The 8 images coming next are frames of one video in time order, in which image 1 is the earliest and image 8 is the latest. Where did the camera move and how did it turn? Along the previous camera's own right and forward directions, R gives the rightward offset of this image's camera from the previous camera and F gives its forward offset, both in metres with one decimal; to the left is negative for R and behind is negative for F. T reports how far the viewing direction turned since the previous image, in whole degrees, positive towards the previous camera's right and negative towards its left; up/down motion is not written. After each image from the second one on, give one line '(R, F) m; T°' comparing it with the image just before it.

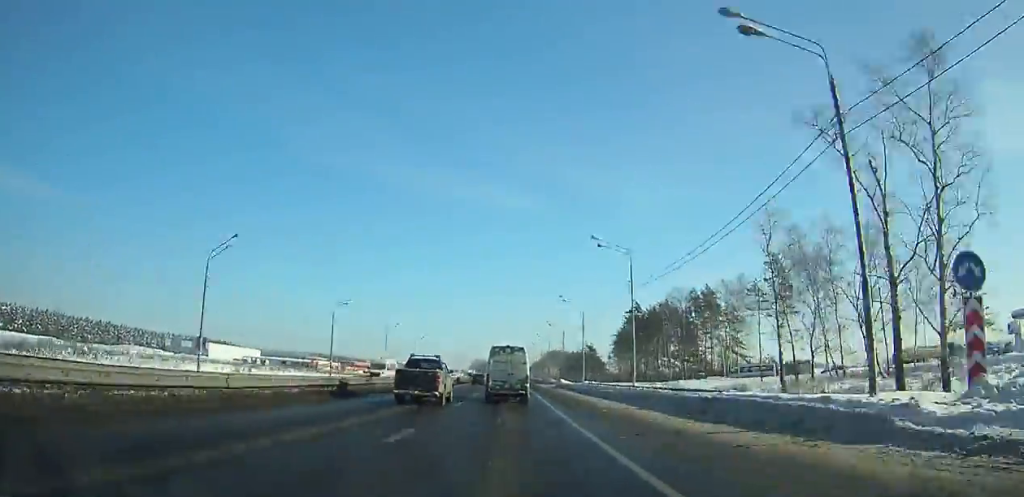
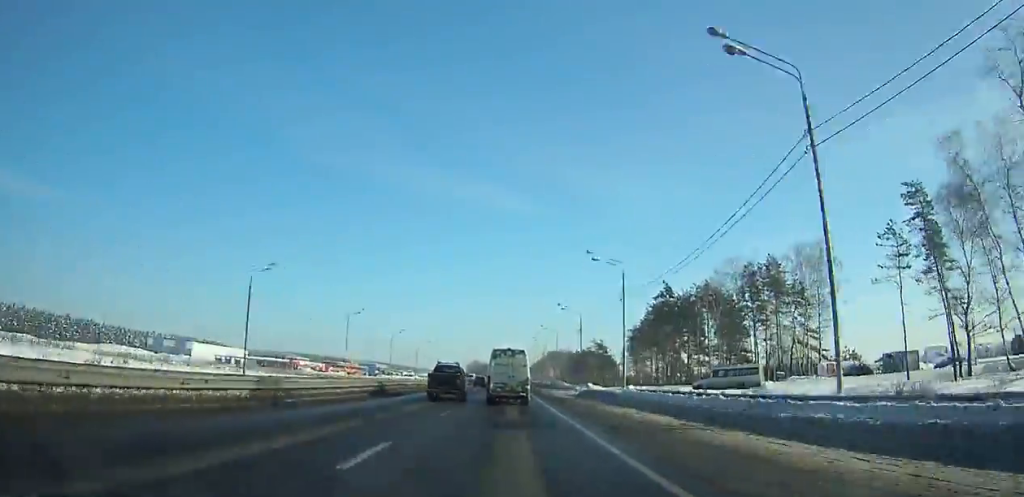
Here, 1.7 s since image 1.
(0.0, +26.8) m; 0°
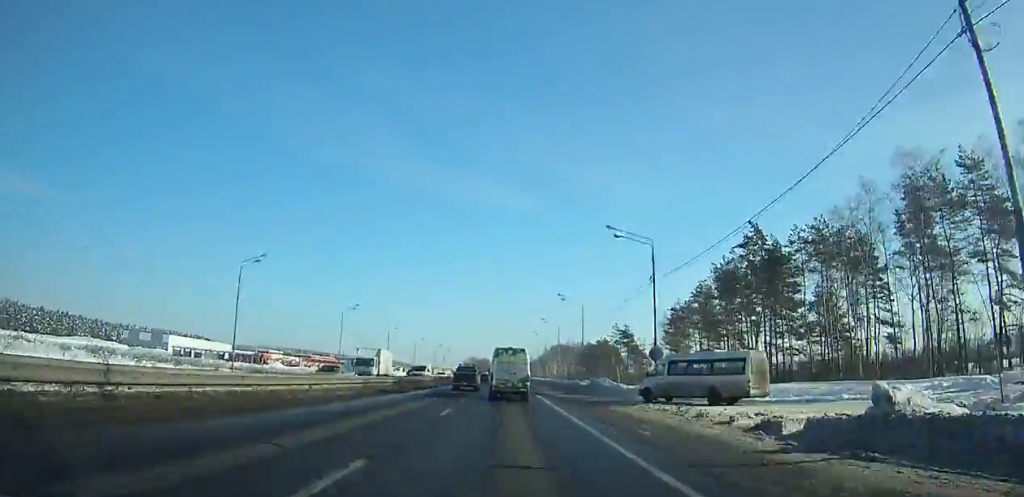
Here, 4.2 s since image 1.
(-0.1, +39.6) m; 0°
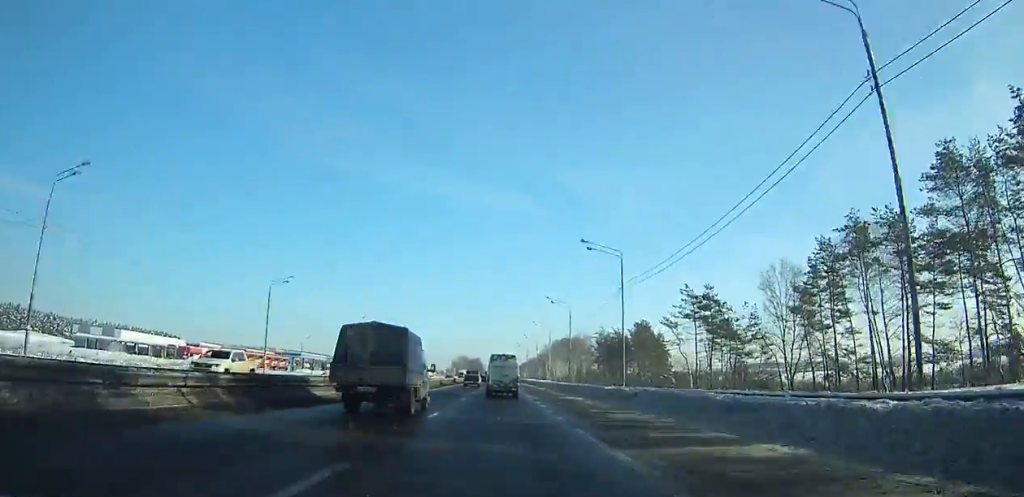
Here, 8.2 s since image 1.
(+0.4, +65.2) m; +1°
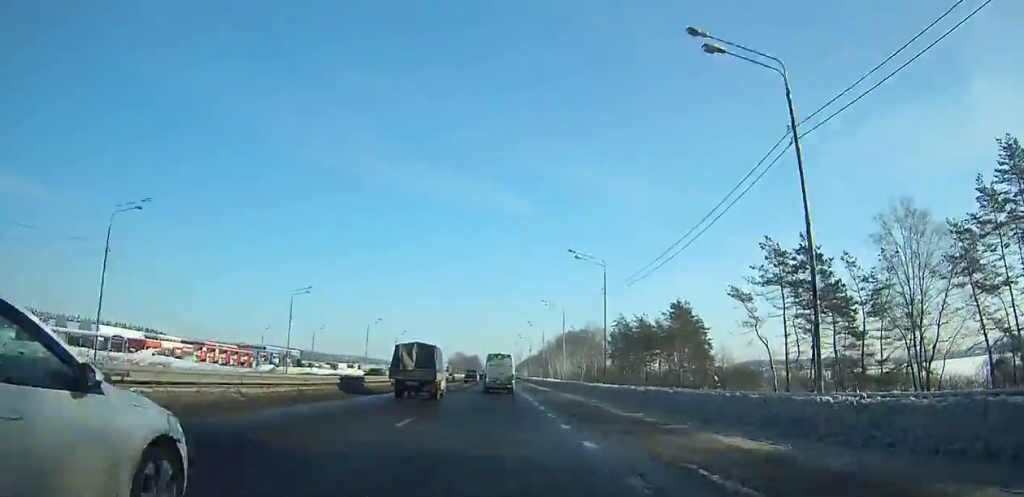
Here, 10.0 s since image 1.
(+0.2, +30.0) m; 0°
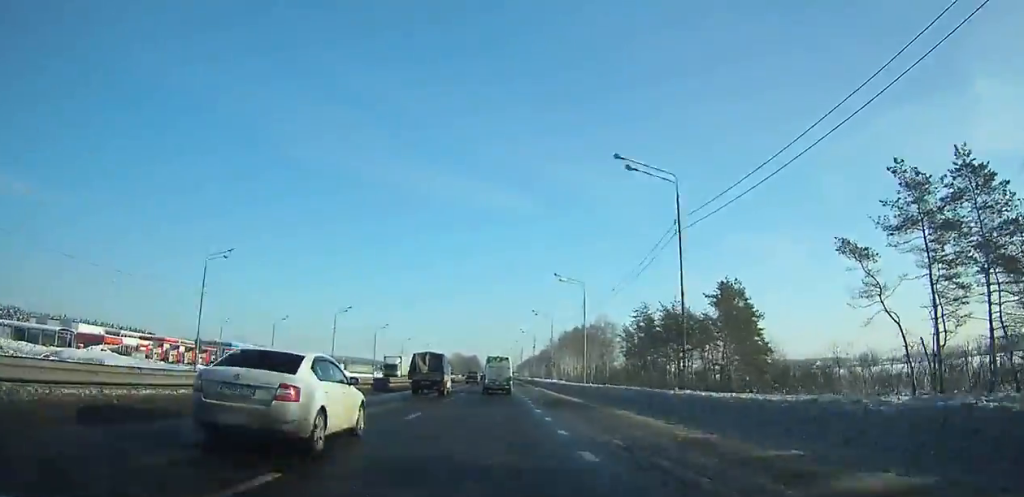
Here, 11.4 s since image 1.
(0.0, +23.5) m; 0°
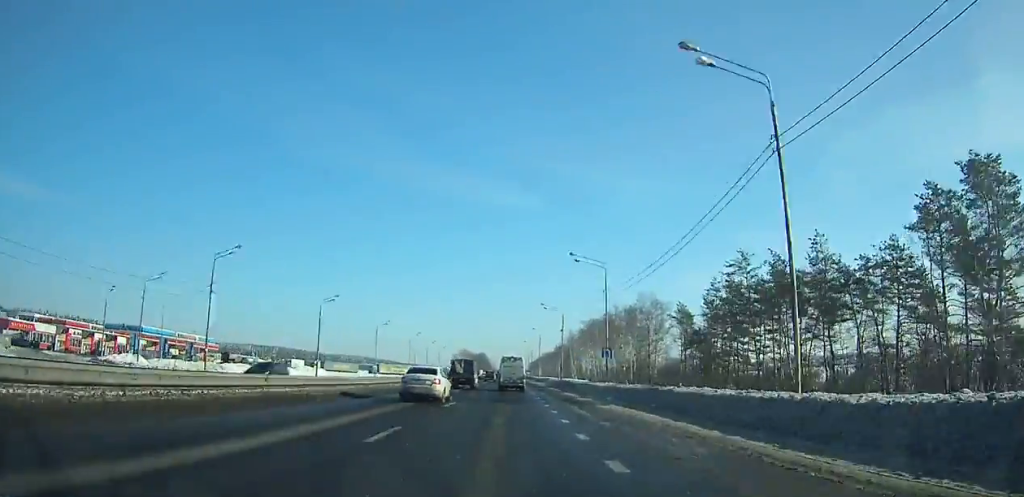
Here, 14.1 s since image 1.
(-0.3, +44.9) m; -1°
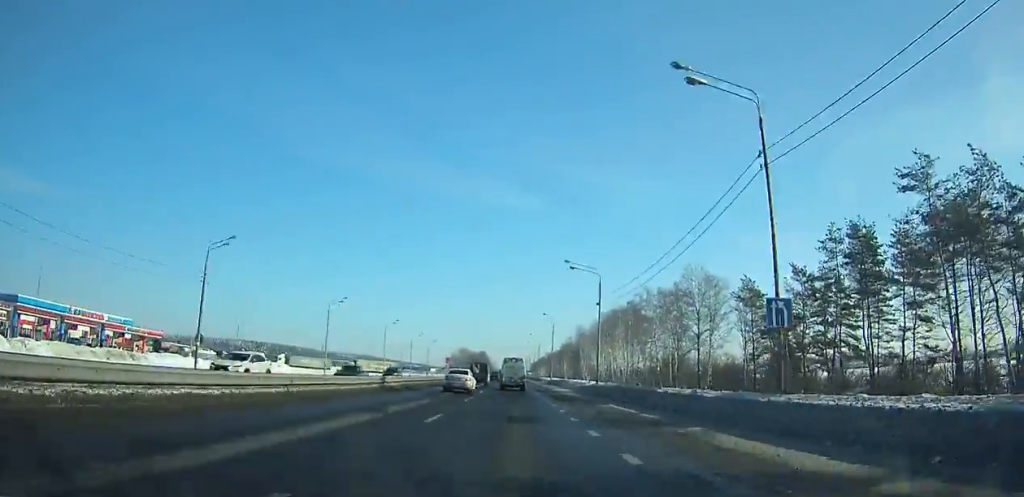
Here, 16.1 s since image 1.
(-0.4, +33.0) m; 0°
